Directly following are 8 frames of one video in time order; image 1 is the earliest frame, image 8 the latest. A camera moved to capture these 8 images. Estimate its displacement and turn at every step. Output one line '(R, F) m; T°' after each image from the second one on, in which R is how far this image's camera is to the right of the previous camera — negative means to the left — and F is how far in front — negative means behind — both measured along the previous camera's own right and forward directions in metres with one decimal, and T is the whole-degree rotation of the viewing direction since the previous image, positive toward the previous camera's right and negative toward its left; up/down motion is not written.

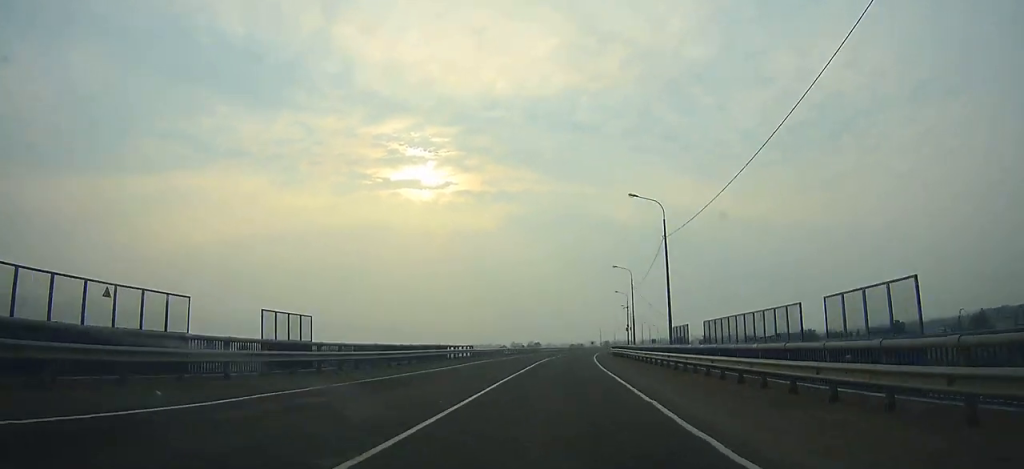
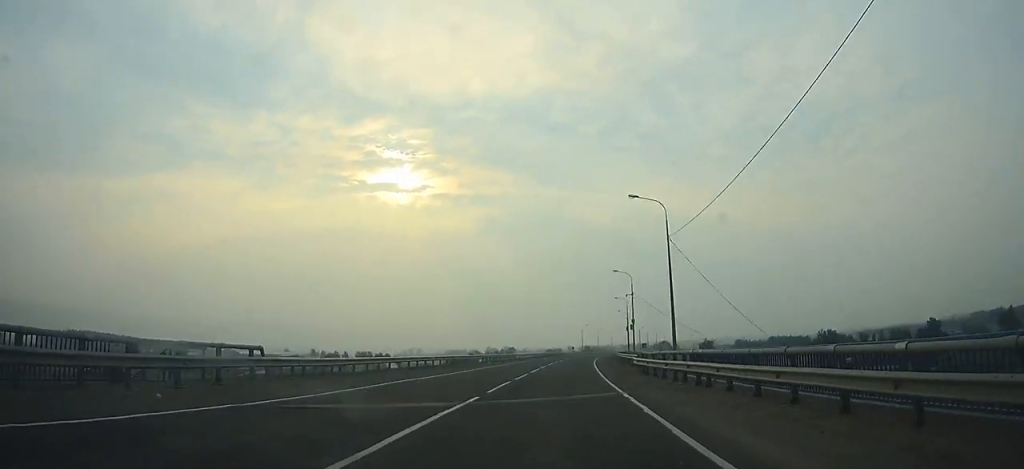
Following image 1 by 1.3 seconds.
(+0.5, +33.9) m; +2°
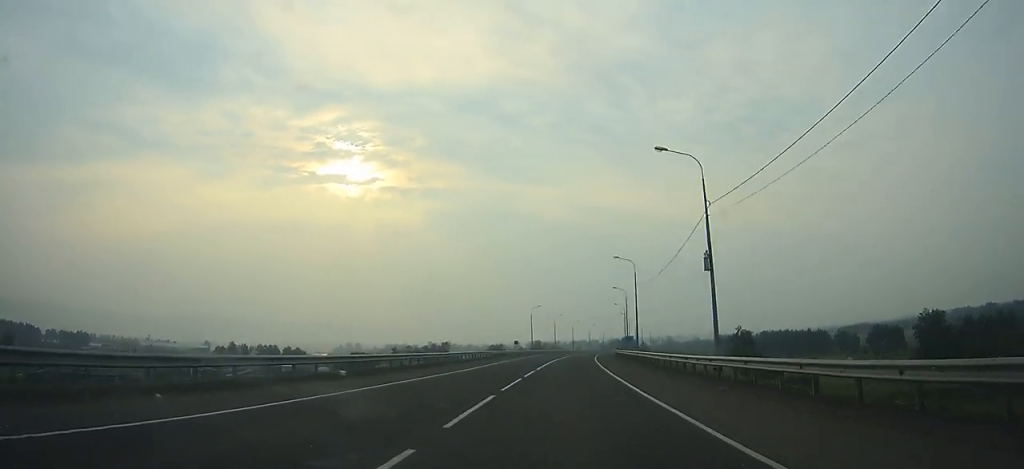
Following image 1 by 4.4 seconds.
(+3.6, +80.2) m; +5°
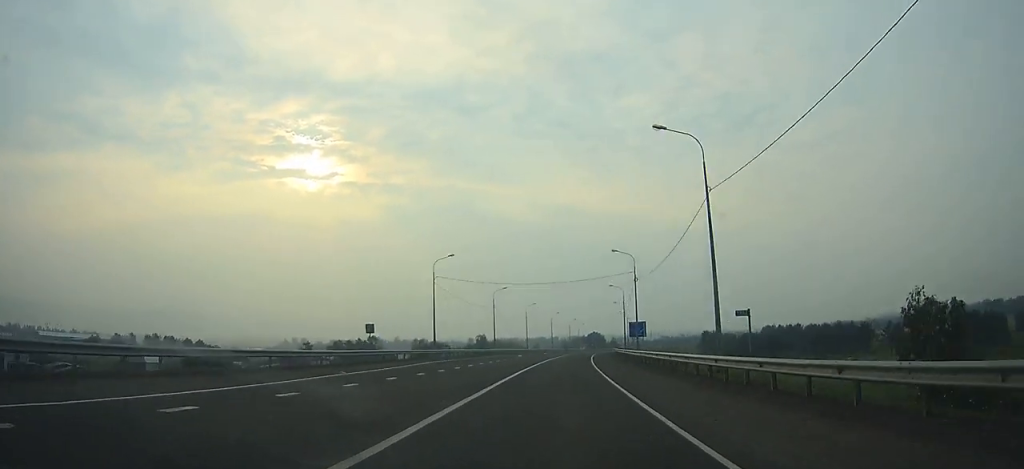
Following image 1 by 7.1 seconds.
(+2.7, +68.3) m; +4°
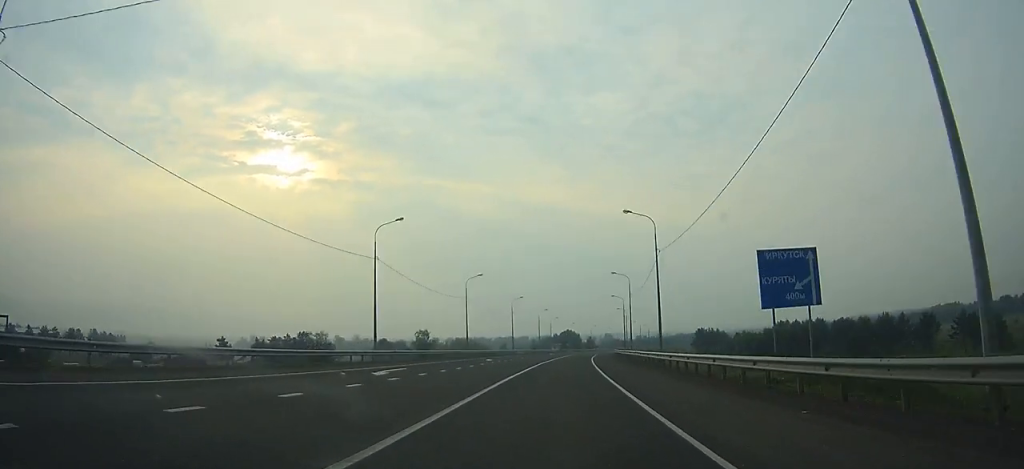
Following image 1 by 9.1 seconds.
(+1.1, +50.1) m; +3°
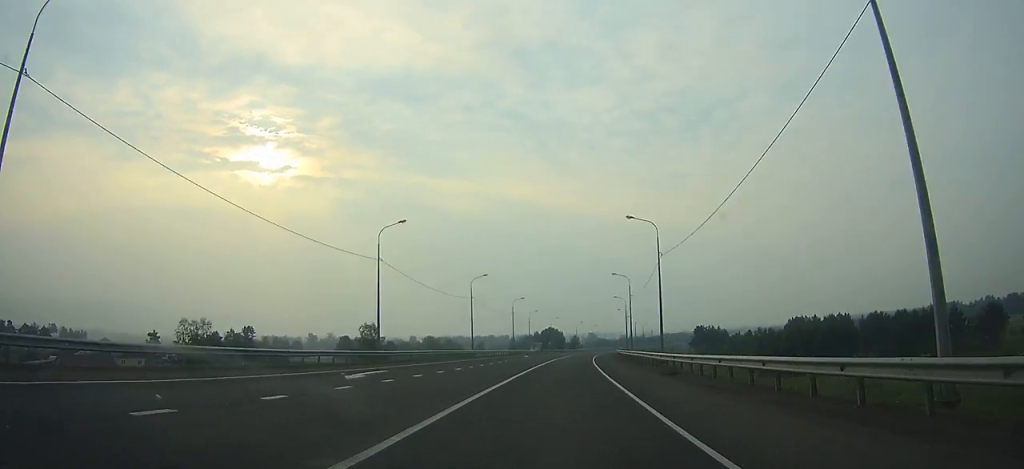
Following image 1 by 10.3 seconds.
(+0.6, +30.2) m; +2°
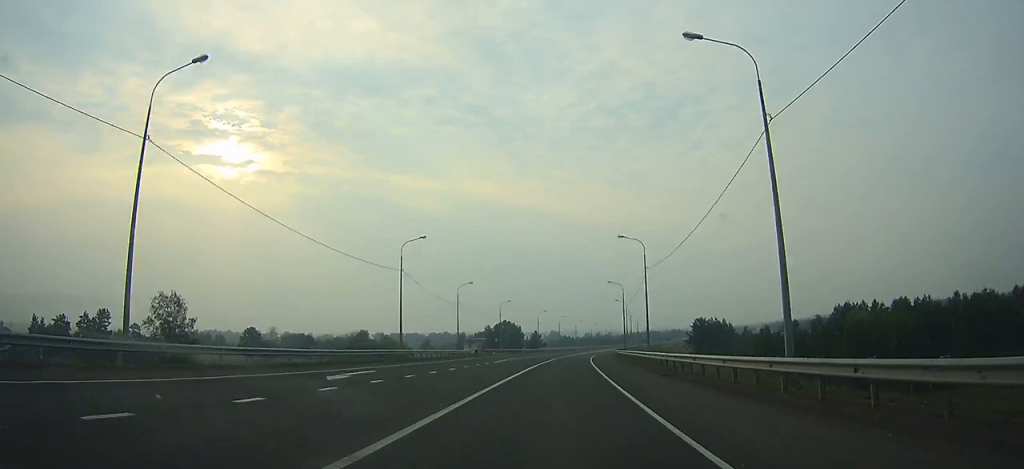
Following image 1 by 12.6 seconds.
(+1.8, +58.5) m; +4°
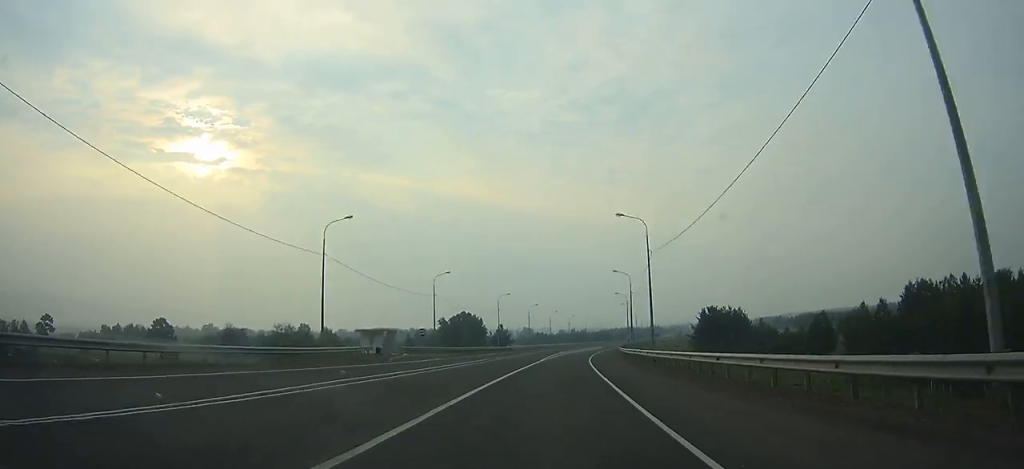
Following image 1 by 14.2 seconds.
(+1.6, +43.9) m; +3°
